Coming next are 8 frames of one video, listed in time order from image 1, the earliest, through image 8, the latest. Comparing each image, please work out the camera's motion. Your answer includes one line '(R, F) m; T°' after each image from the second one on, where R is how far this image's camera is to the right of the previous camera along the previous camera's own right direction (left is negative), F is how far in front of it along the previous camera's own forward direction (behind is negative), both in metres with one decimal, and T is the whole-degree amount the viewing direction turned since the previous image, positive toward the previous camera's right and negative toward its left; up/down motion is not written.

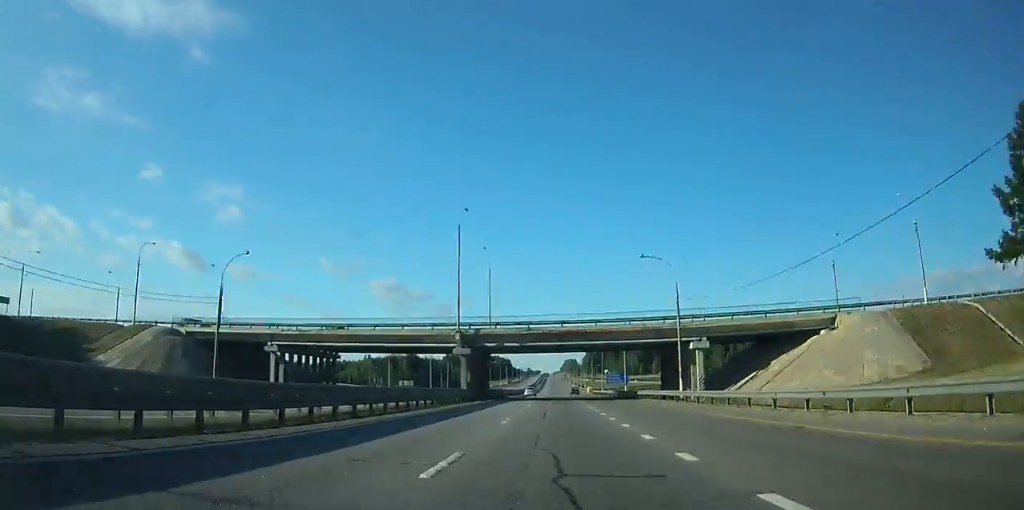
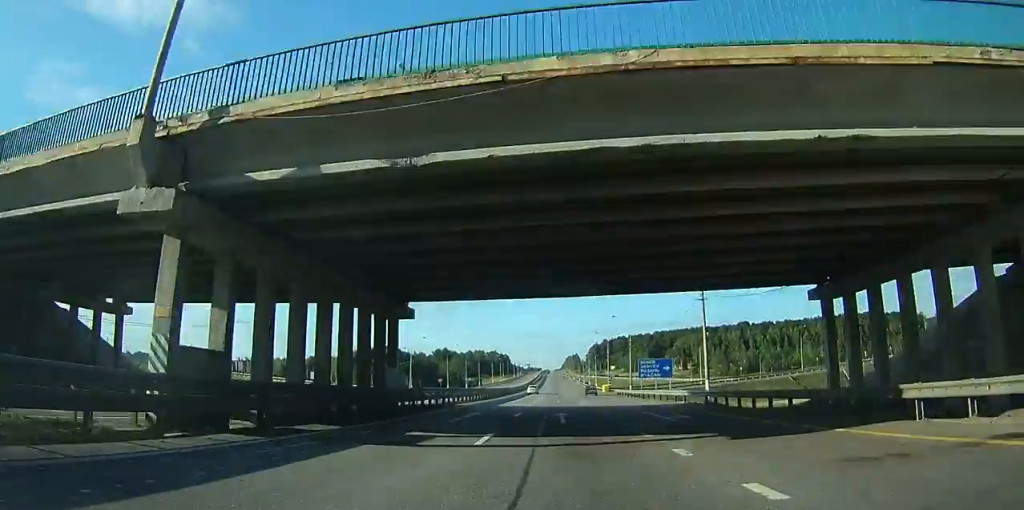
(0.0, +39.6) m; 0°
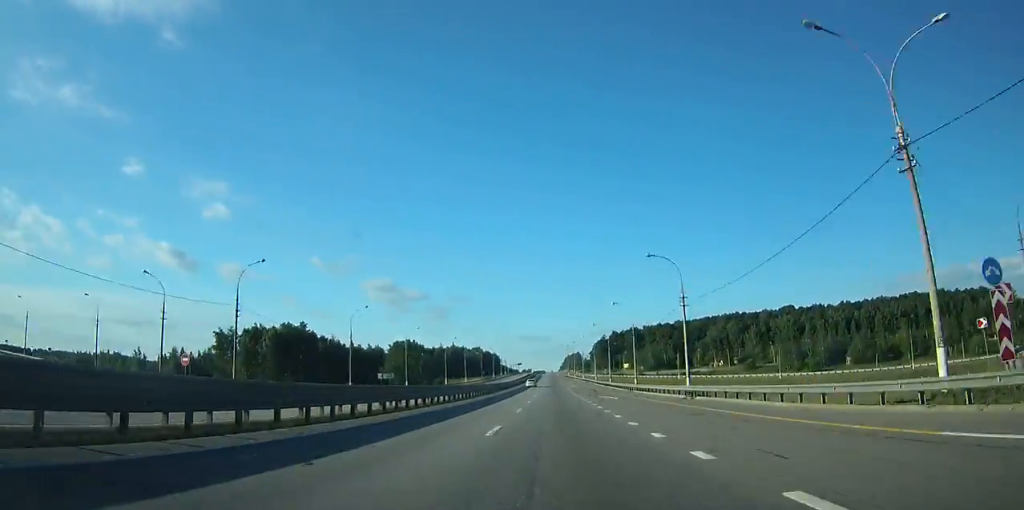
(-0.1, +95.9) m; 0°
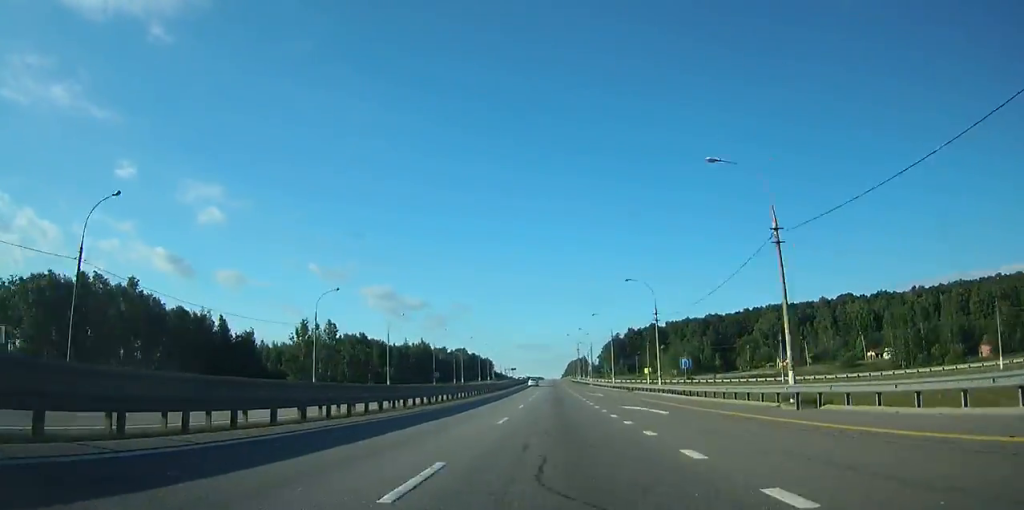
(0.0, +79.4) m; 0°
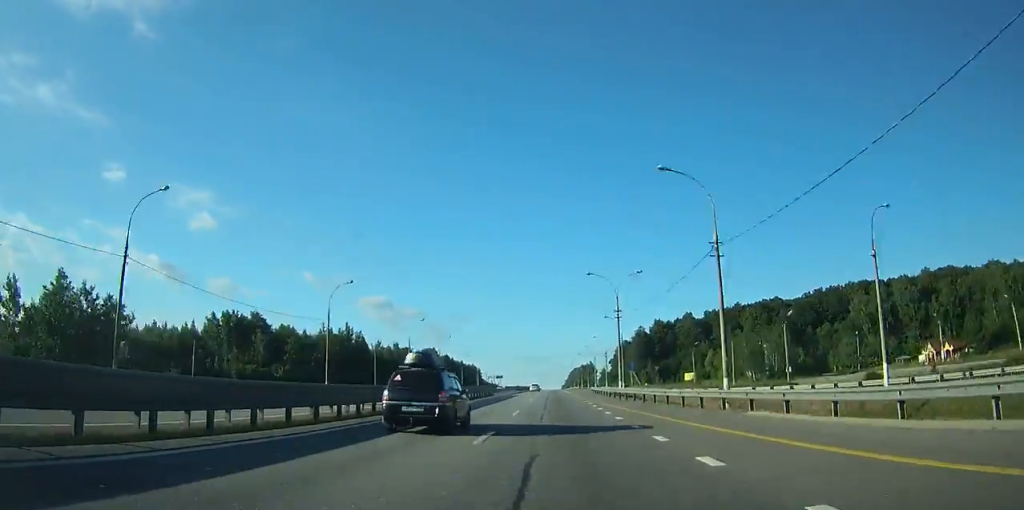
(+0.1, +91.5) m; 0°
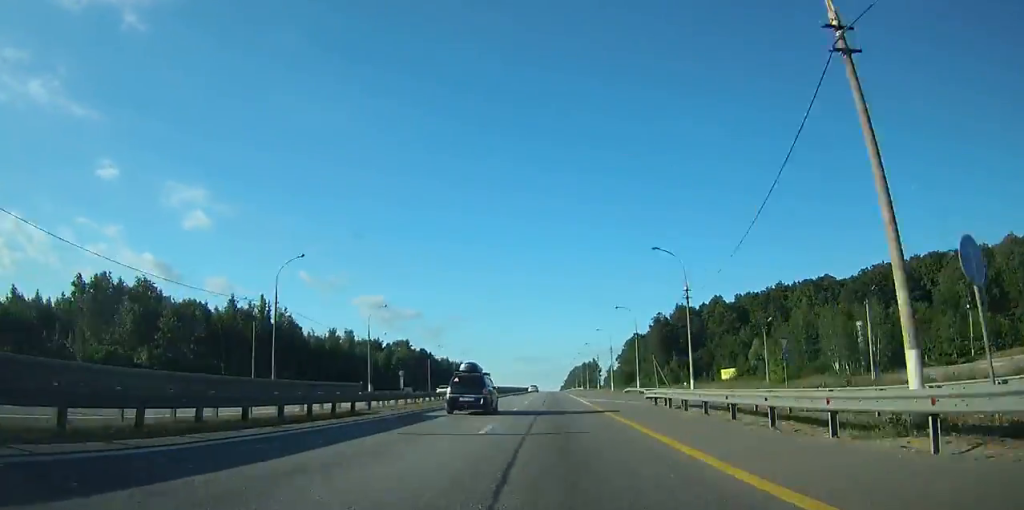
(0.0, +45.0) m; 0°
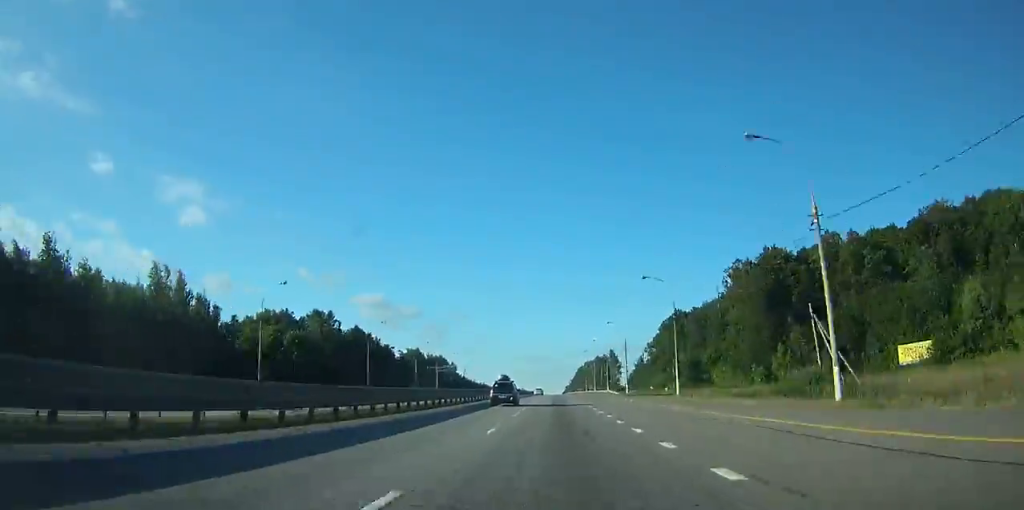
(0.0, +83.4) m; 0°
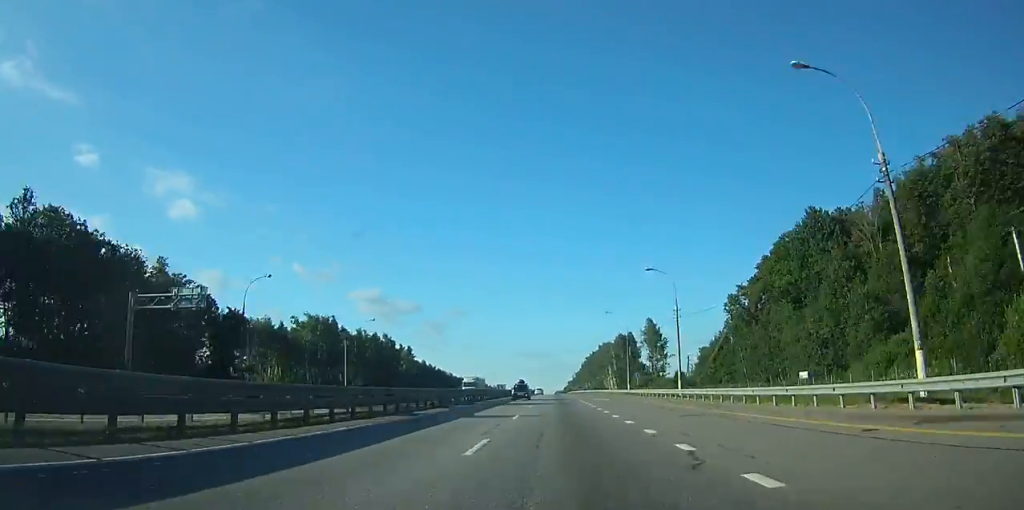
(0.0, +103.5) m; 0°
